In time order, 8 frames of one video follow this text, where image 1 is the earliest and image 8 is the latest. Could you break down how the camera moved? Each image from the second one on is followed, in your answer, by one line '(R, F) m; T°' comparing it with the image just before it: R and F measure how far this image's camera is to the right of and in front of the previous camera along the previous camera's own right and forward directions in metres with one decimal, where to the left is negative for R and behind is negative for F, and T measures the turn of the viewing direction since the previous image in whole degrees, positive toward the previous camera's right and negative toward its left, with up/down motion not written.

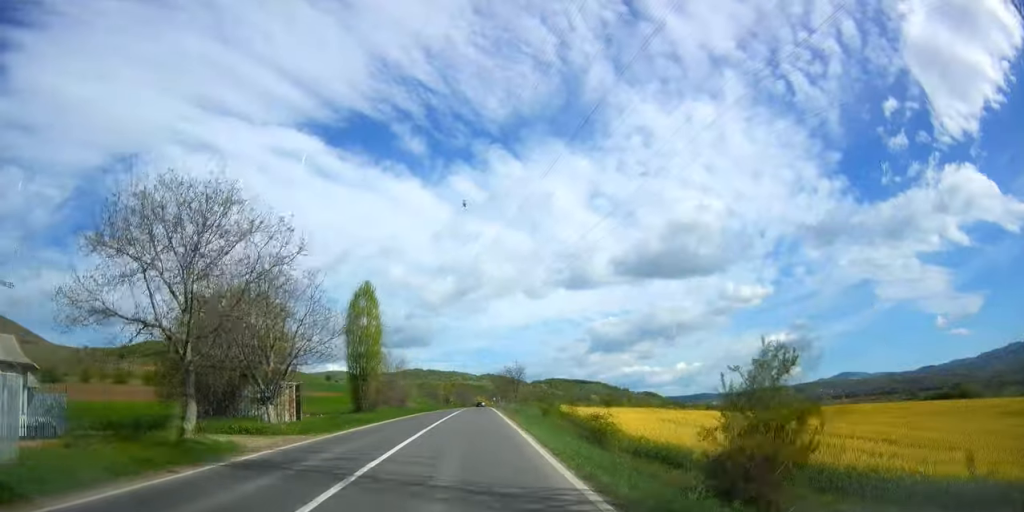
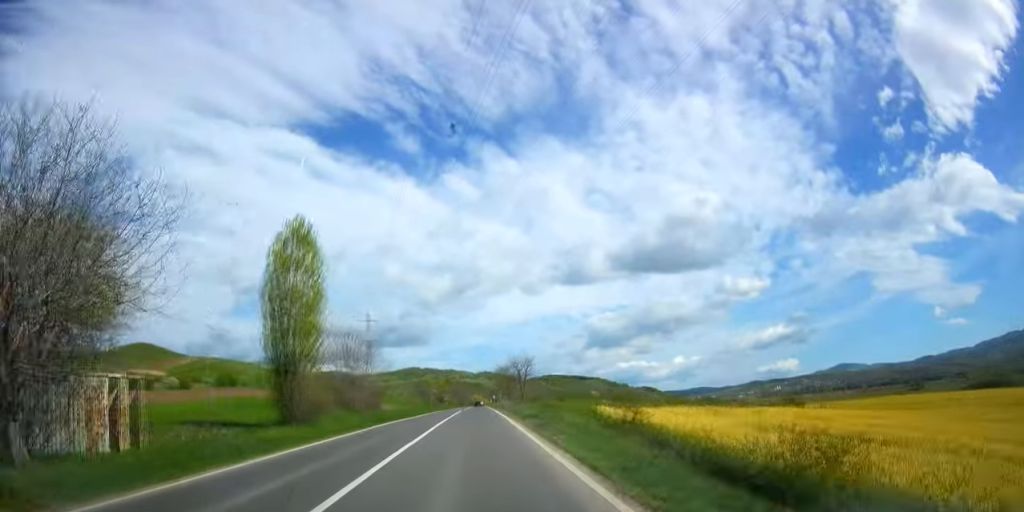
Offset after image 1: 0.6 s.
(+0.2, +18.0) m; +1°
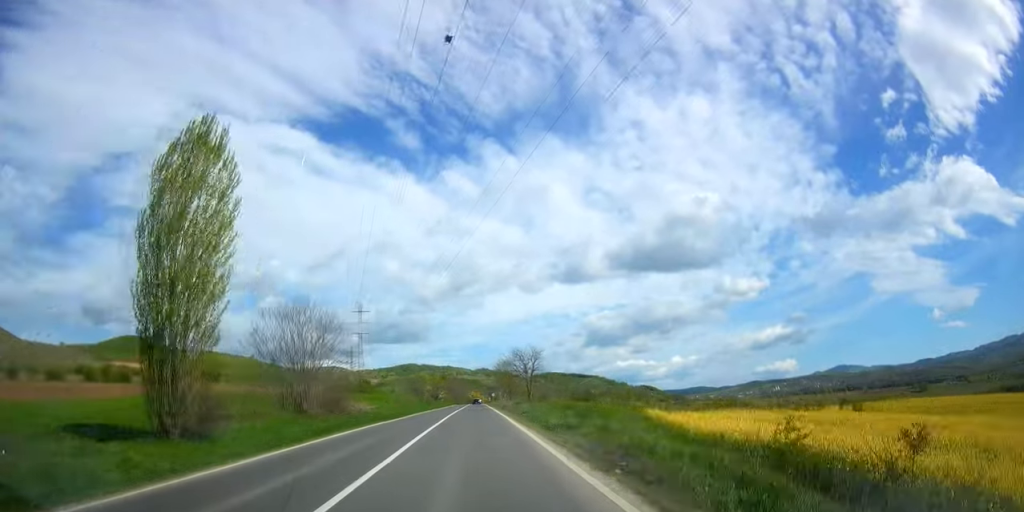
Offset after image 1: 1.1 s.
(+0.1, +12.3) m; 0°
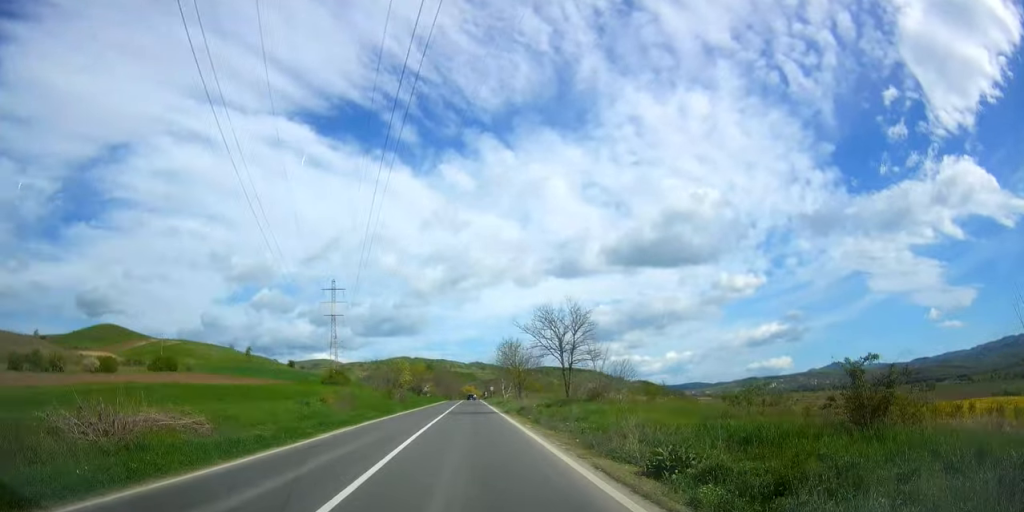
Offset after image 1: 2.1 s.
(+0.2, +29.1) m; 0°
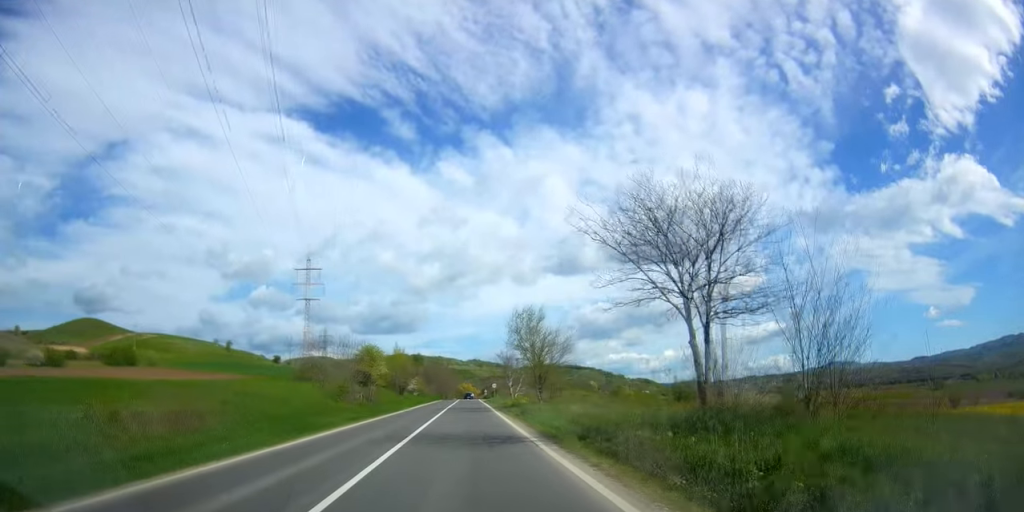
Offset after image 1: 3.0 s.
(-0.2, +23.2) m; 0°
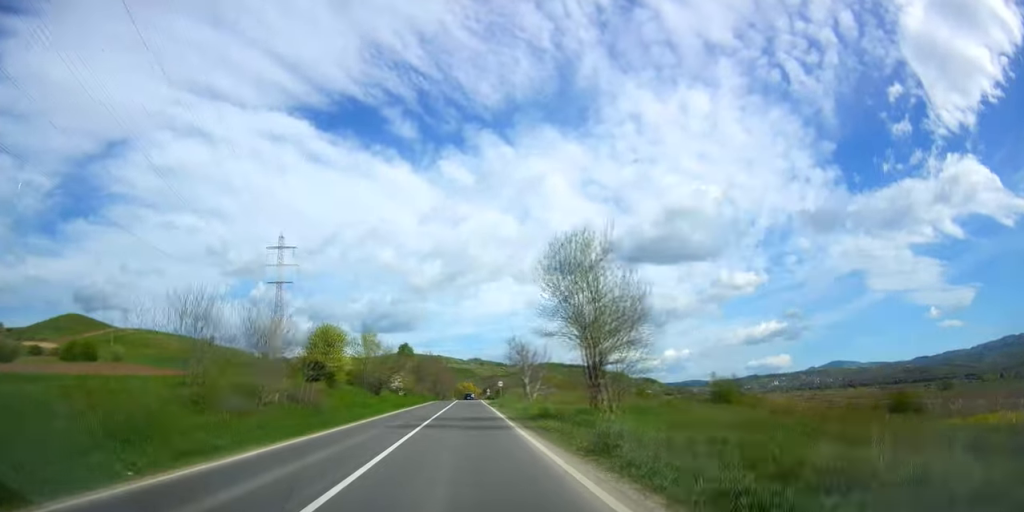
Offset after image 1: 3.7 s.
(+0.2, +19.6) m; 0°
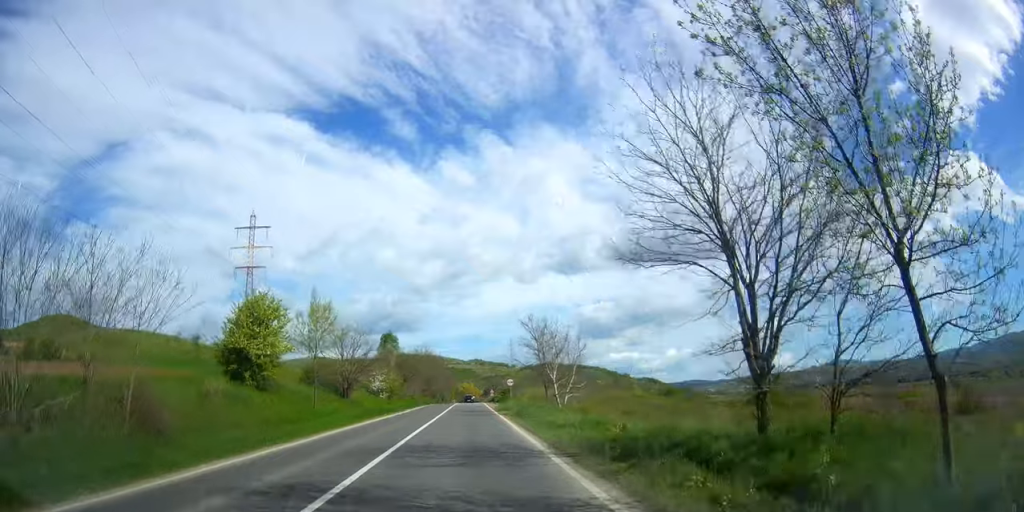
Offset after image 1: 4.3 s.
(0.0, +15.3) m; 0°
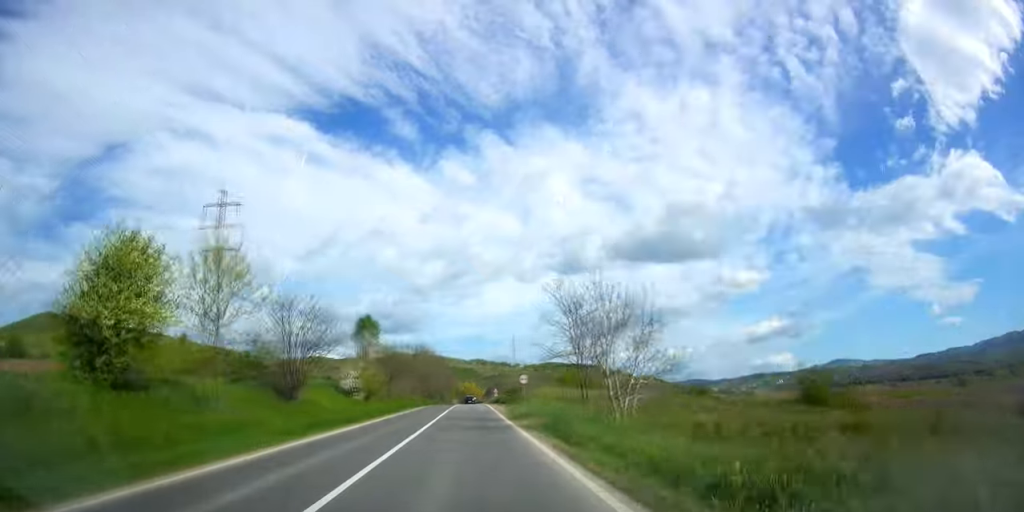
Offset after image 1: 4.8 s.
(0.0, +13.3) m; 0°
